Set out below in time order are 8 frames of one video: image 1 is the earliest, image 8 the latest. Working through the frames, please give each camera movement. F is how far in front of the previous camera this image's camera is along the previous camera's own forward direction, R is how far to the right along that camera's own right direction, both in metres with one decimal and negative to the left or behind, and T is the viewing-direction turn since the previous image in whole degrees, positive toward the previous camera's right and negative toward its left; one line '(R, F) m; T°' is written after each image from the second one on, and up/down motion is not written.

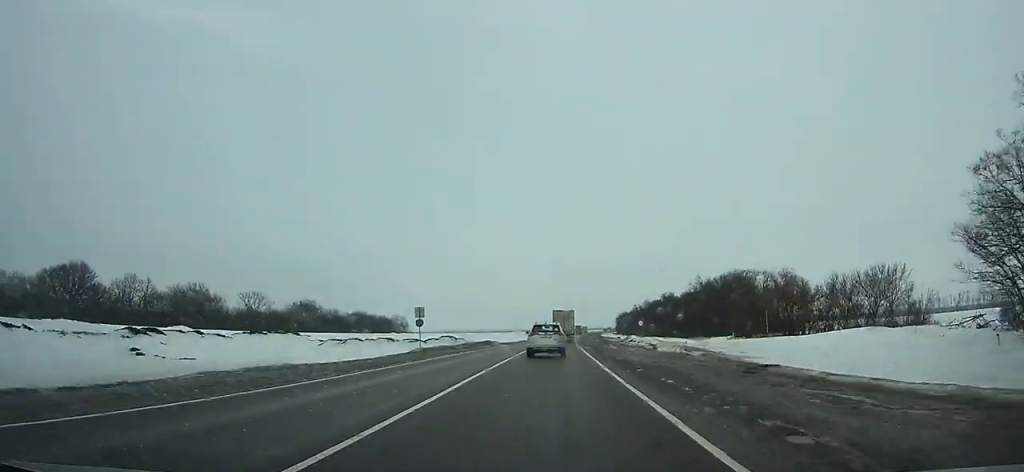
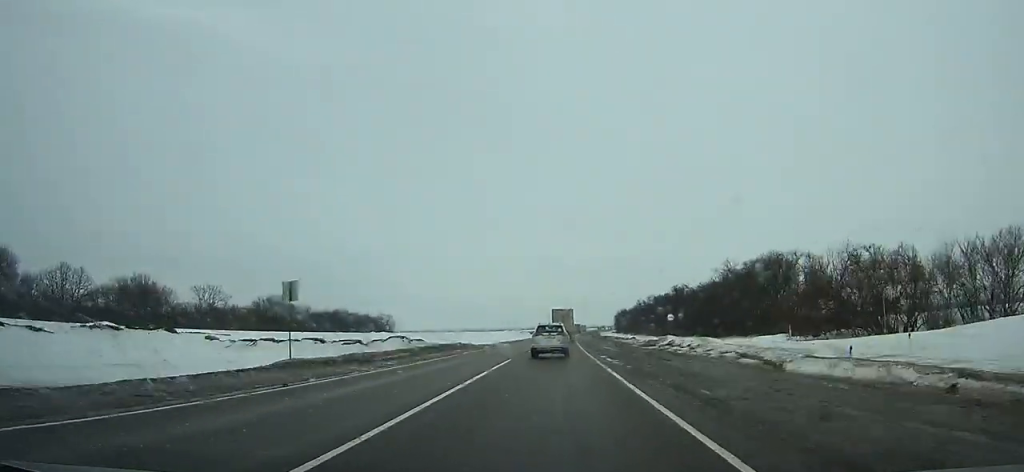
(+0.1, +24.2) m; +1°
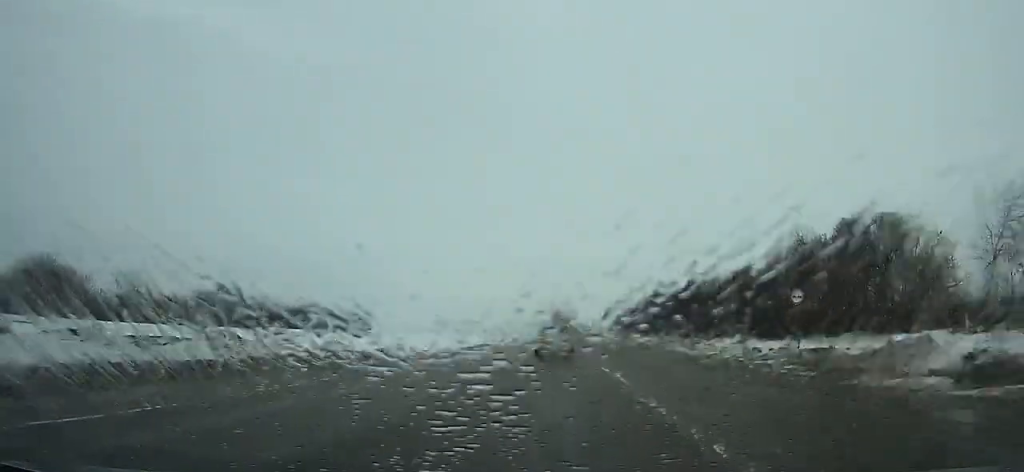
(+0.3, +32.2) m; +1°
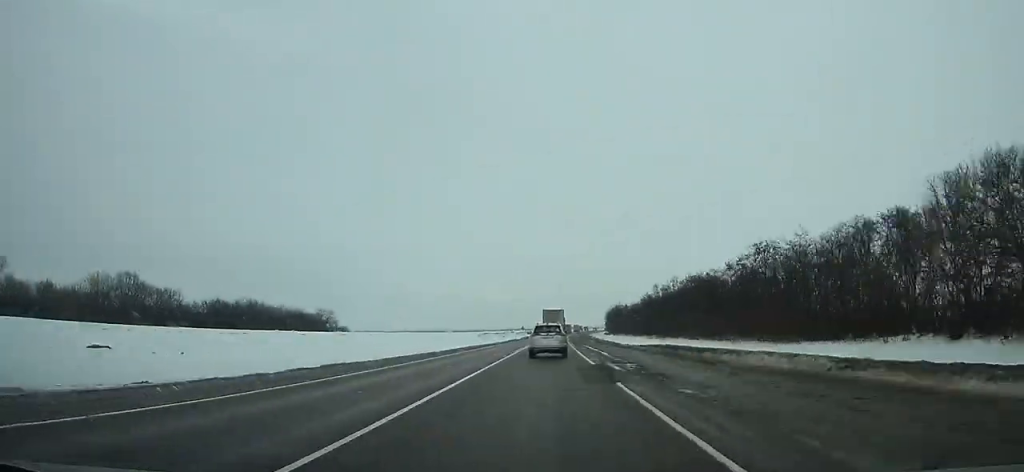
(+0.2, +42.2) m; +1°
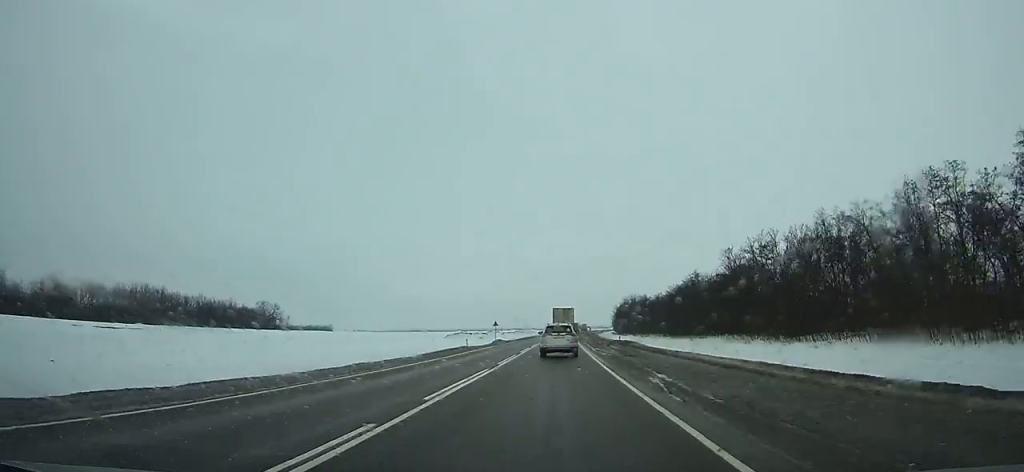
(+0.5, +64.6) m; +1°
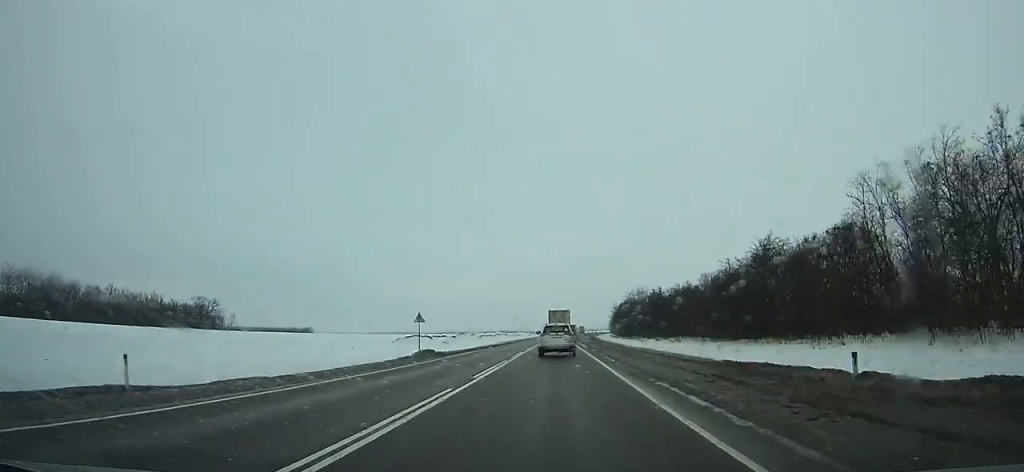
(-0.1, +44.6) m; +3°
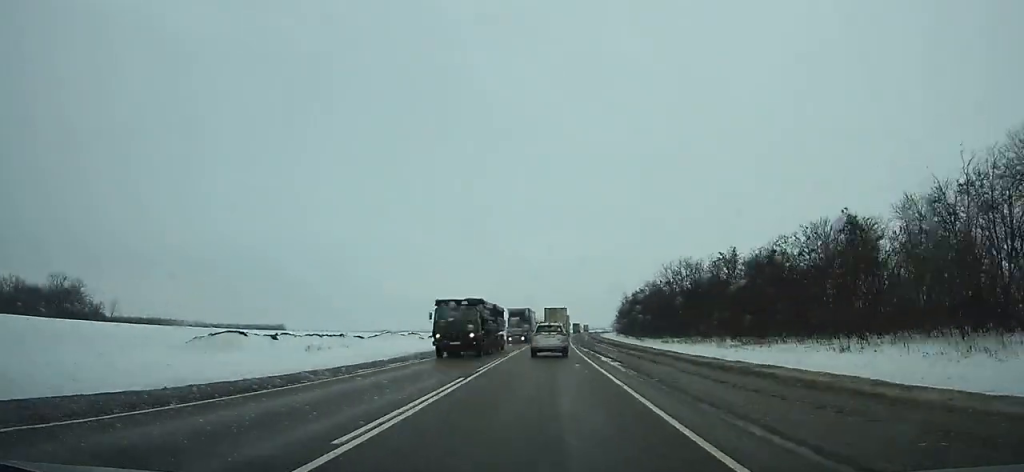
(+3.3, +70.9) m; -2°
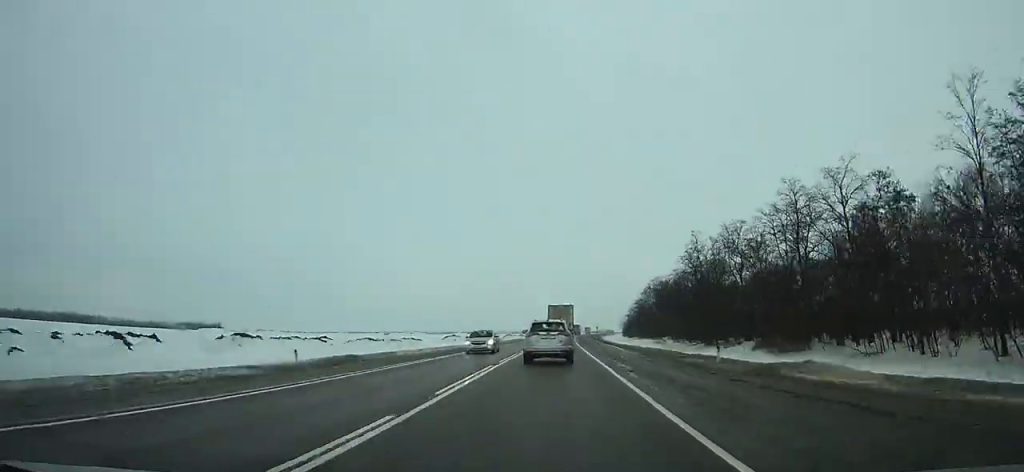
(-3.9, +116.2) m; +2°
